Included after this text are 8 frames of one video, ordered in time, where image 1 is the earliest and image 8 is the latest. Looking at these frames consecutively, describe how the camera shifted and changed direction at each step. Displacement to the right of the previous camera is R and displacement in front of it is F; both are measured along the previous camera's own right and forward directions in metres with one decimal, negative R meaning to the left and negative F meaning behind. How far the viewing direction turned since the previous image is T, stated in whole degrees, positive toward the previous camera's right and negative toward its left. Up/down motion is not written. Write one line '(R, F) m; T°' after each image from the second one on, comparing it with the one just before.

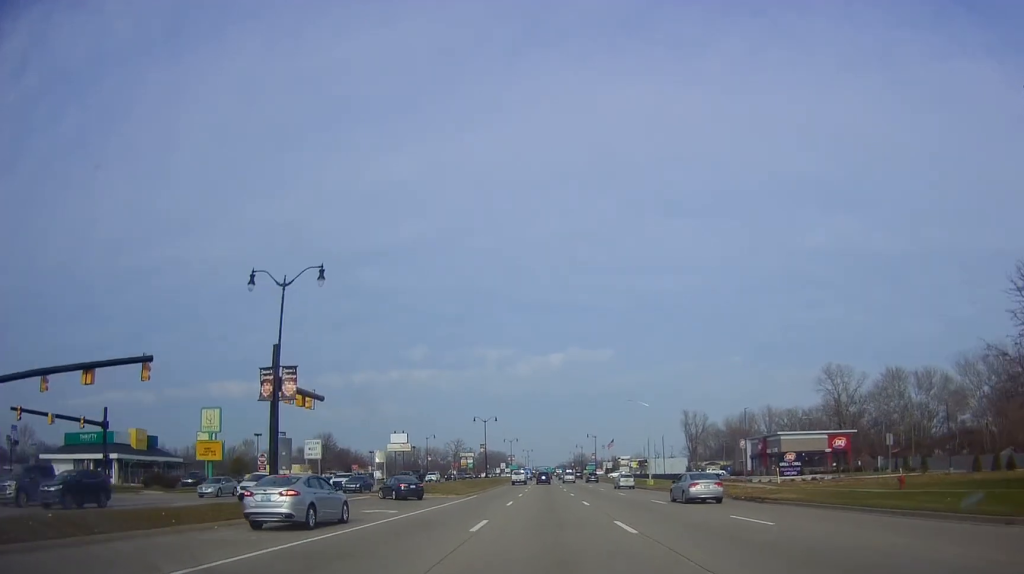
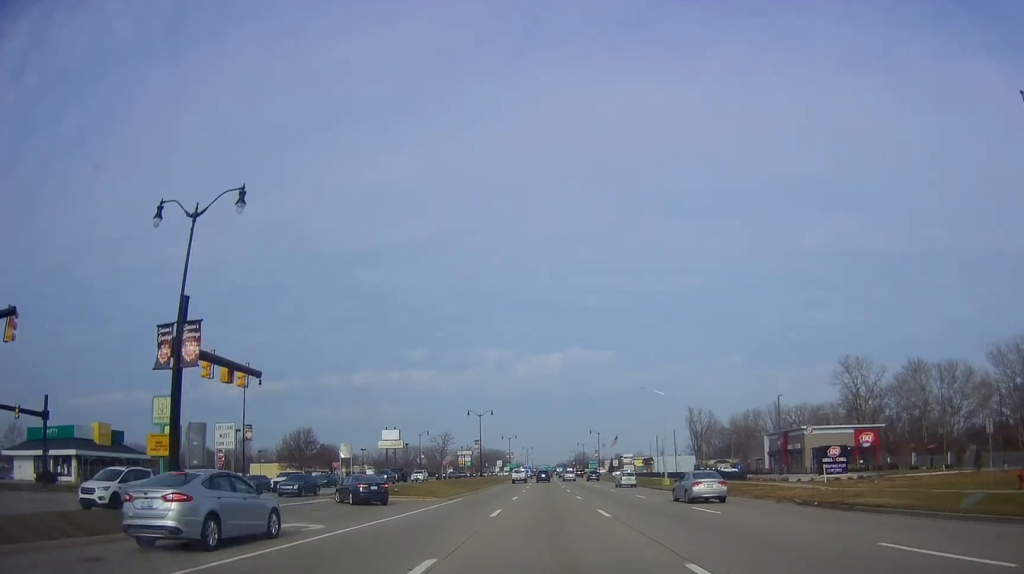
(+0.2, +9.3) m; +1°
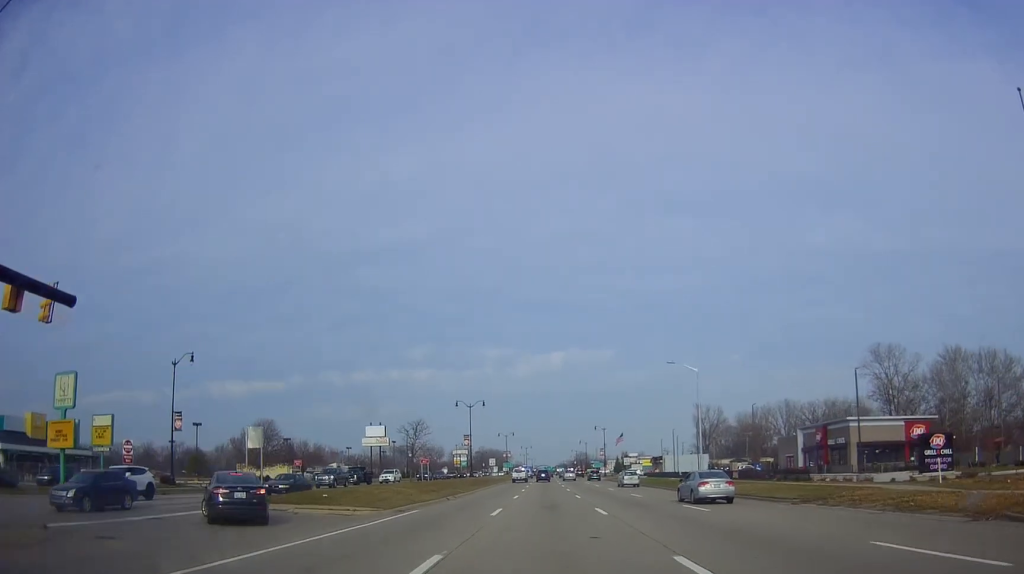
(+0.2, +14.3) m; 0°
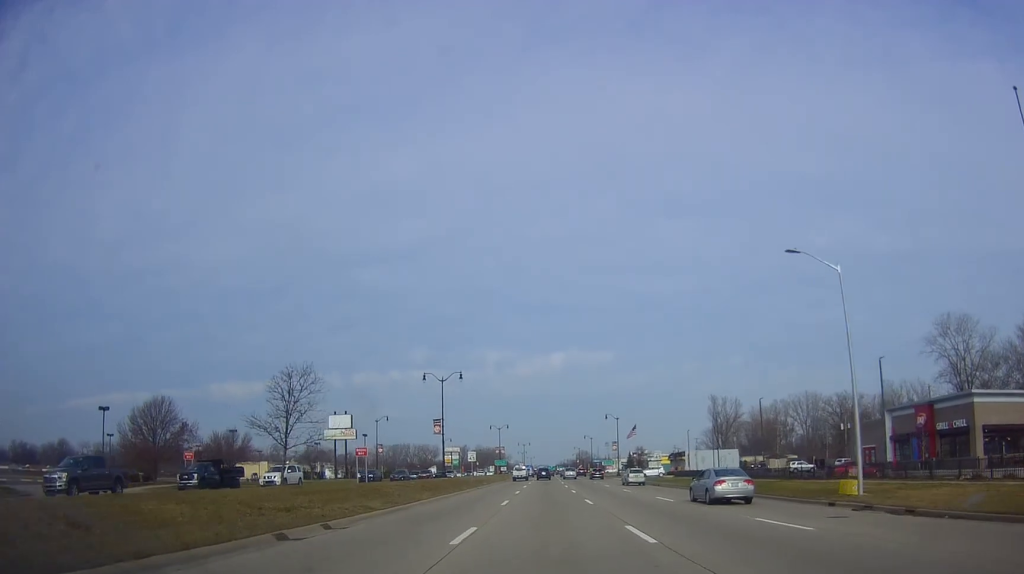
(-0.3, +25.0) m; -1°
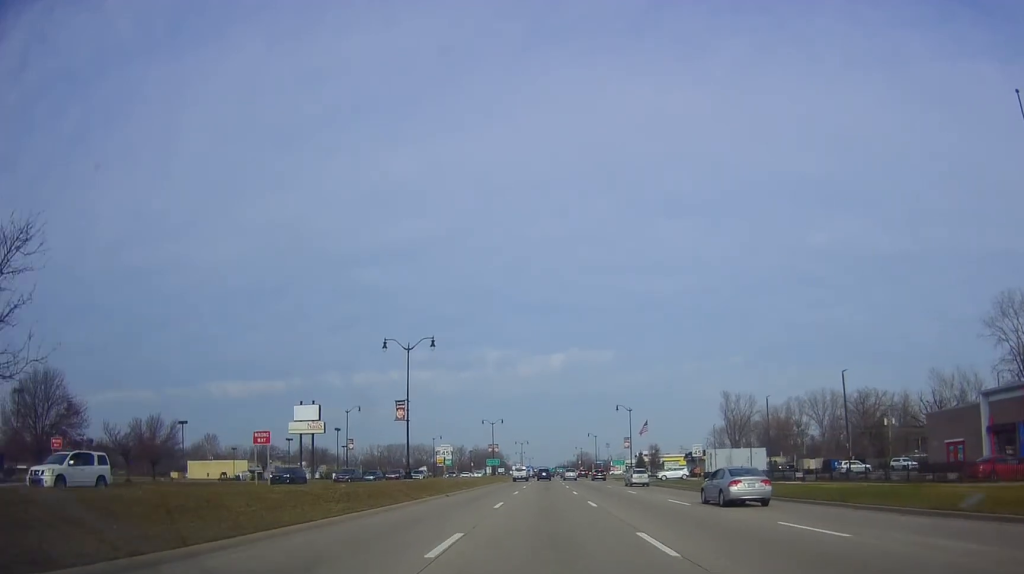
(-0.1, +17.2) m; 0°
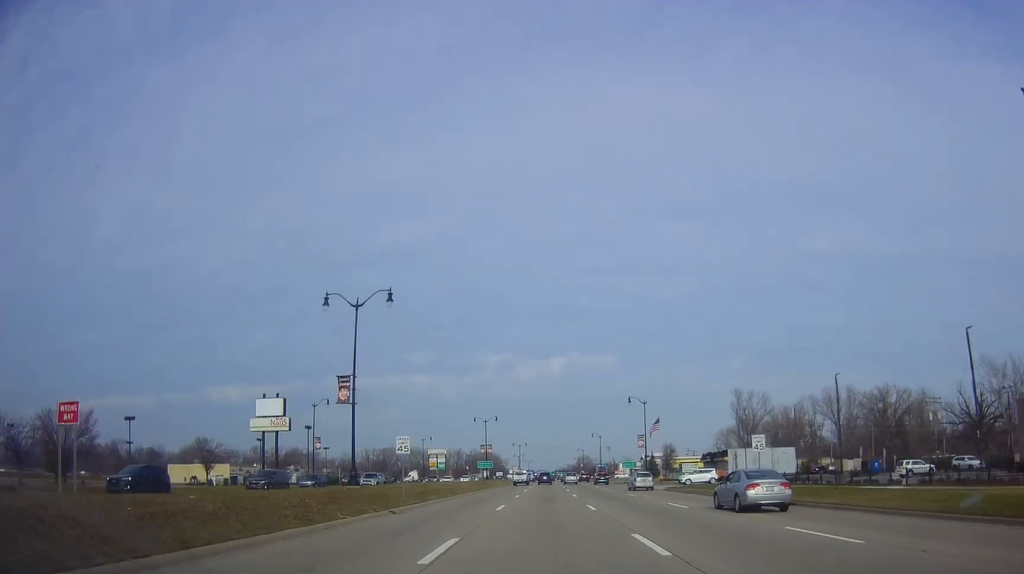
(+0.4, +14.5) m; -1°
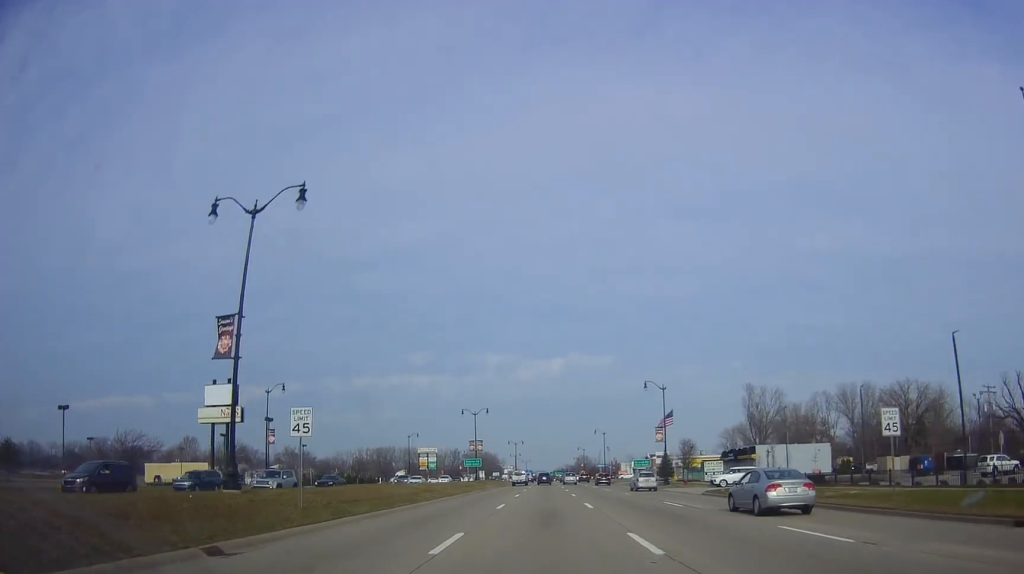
(-0.5, +14.4) m; 0°
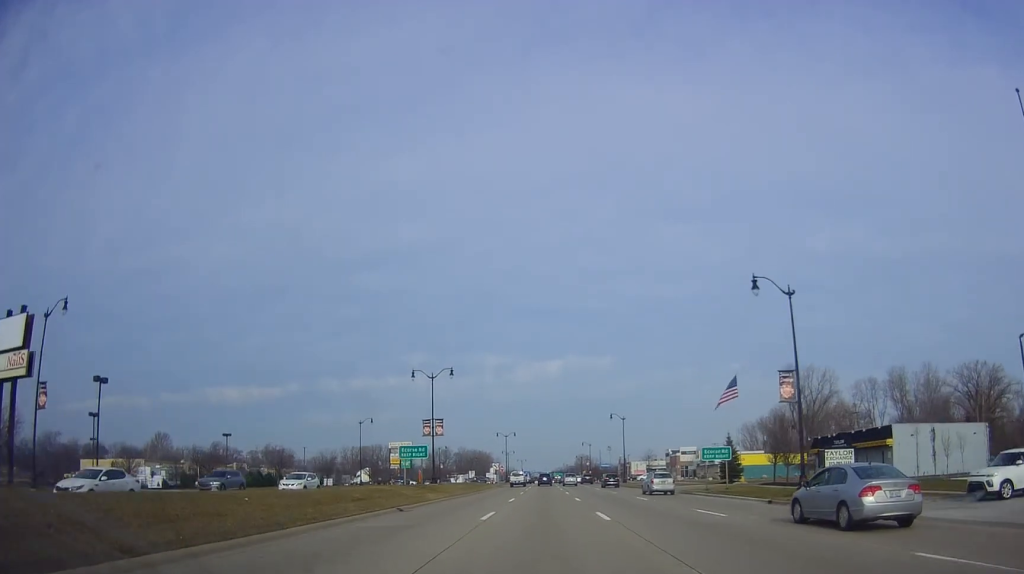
(+0.8, +36.7) m; +1°
